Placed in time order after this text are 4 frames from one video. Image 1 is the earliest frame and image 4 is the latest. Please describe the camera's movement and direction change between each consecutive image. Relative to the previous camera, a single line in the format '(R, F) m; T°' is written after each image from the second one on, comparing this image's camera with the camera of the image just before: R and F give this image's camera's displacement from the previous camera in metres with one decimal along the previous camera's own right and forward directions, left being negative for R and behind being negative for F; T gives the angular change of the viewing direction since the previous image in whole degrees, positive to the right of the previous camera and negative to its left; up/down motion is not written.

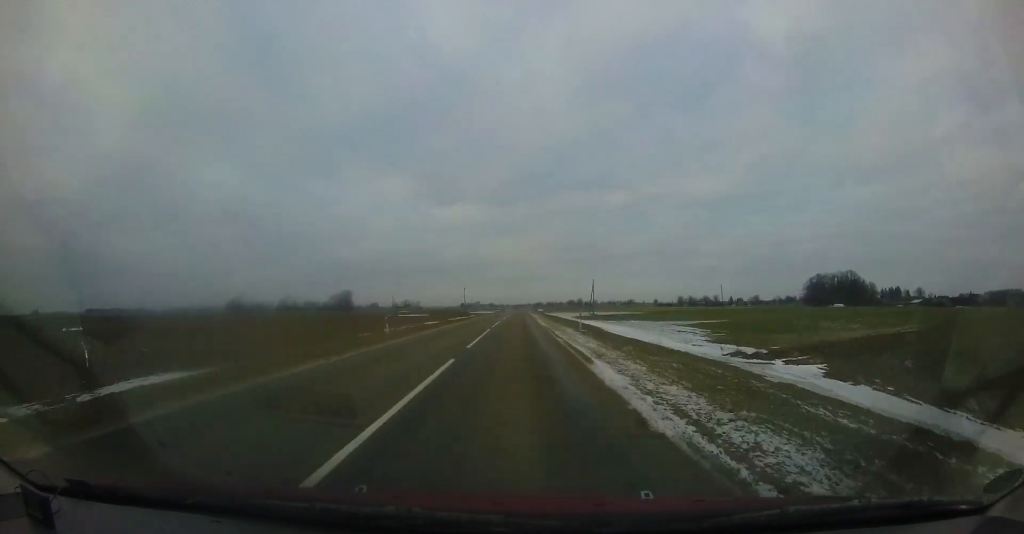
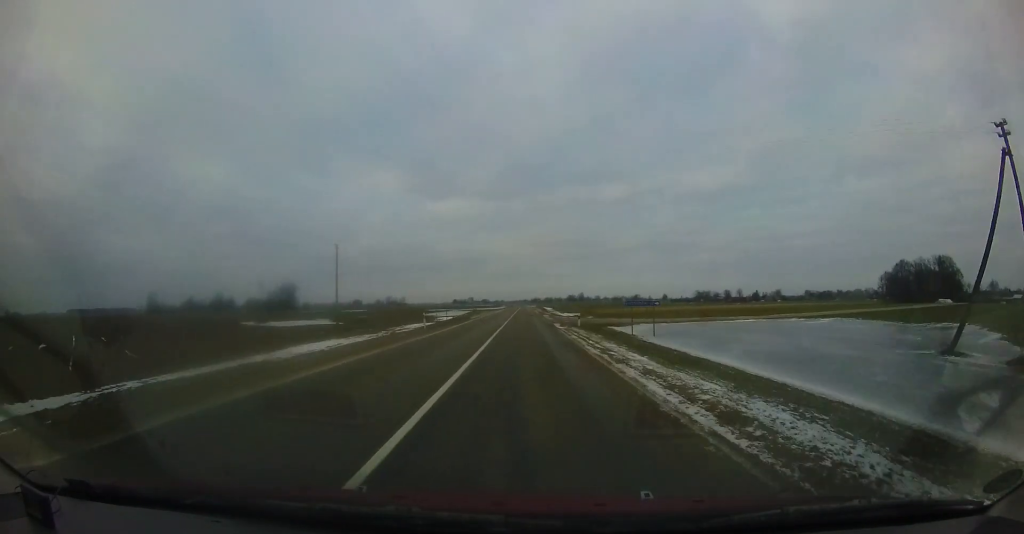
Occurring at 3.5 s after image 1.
(-0.6, +81.3) m; -1°
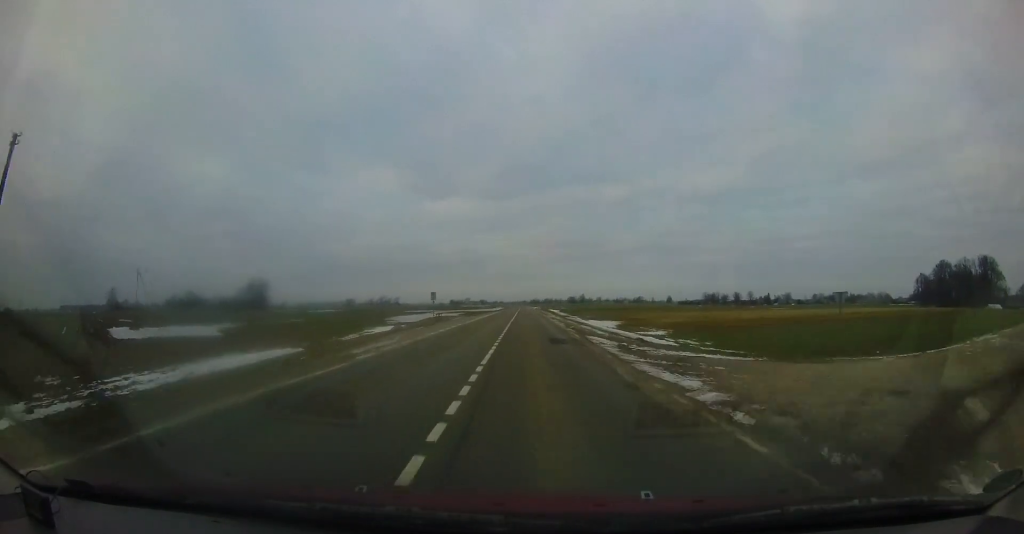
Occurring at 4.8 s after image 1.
(-0.3, +31.0) m; +1°
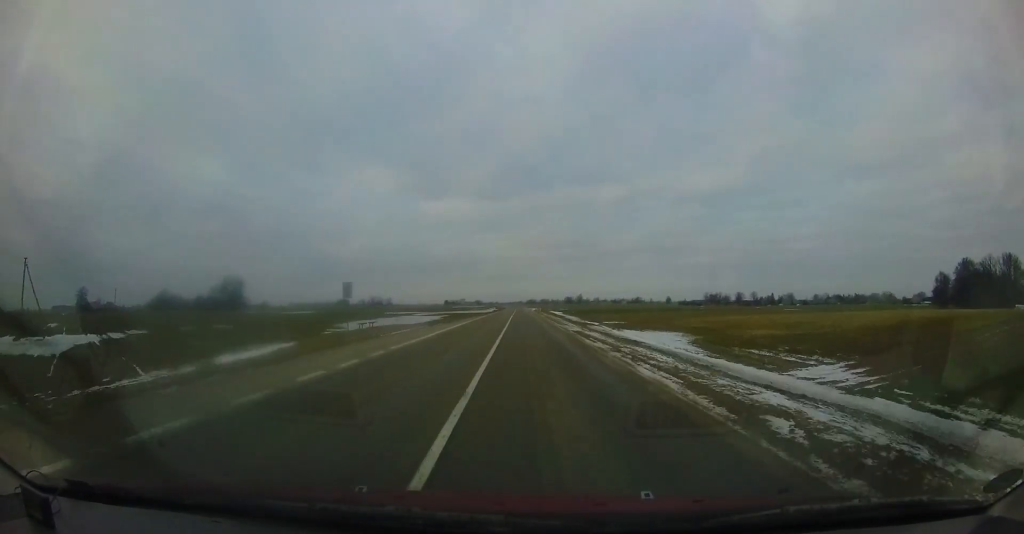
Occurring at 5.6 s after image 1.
(+0.3, +19.1) m; +1°
